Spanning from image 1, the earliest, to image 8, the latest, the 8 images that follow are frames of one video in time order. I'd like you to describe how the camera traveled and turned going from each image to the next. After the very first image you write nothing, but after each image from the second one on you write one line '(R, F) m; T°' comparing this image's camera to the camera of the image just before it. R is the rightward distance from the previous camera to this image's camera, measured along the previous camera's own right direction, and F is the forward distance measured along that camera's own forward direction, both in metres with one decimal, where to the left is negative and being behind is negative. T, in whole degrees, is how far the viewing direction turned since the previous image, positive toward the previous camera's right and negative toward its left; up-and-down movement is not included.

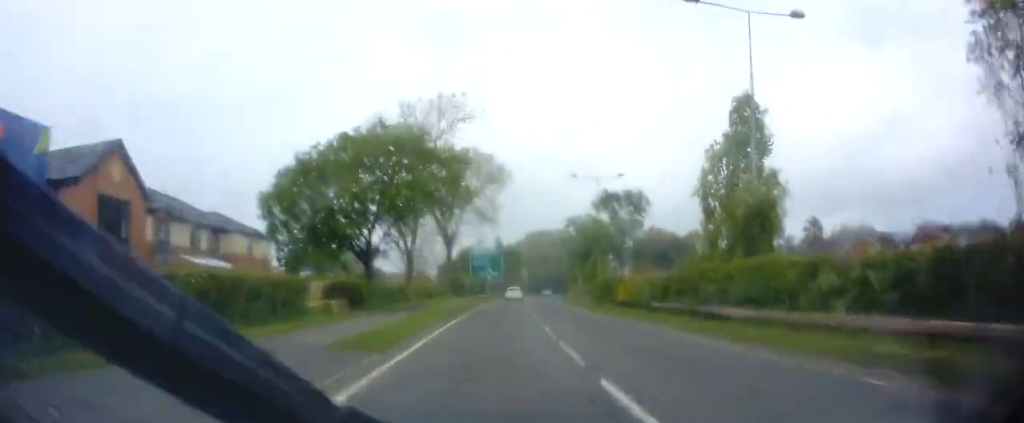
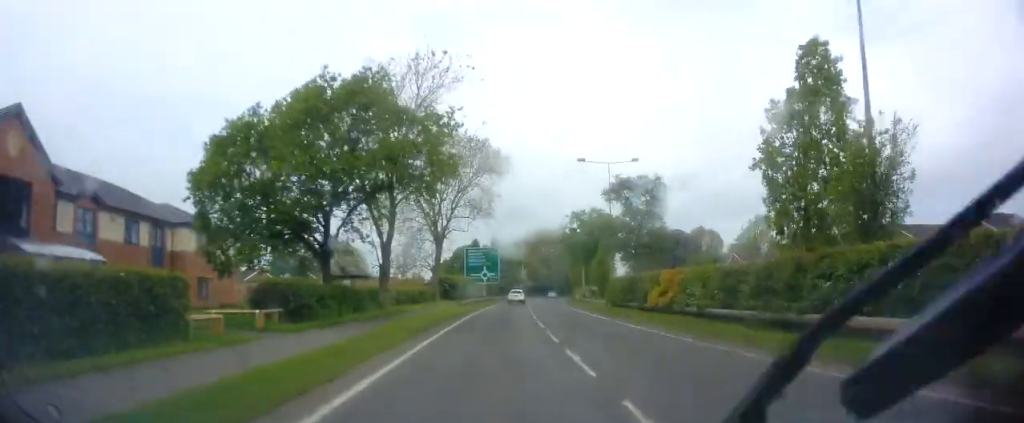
(-0.1, +7.2) m; +1°
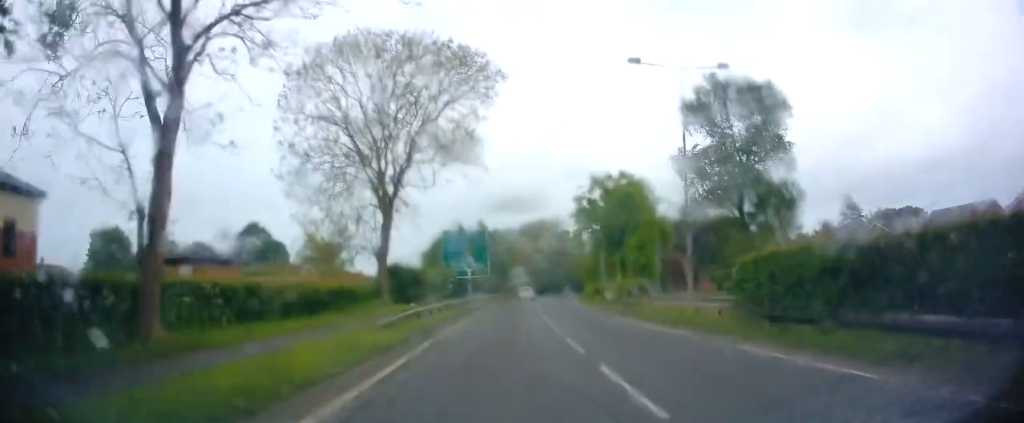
(+0.5, +21.0) m; 0°
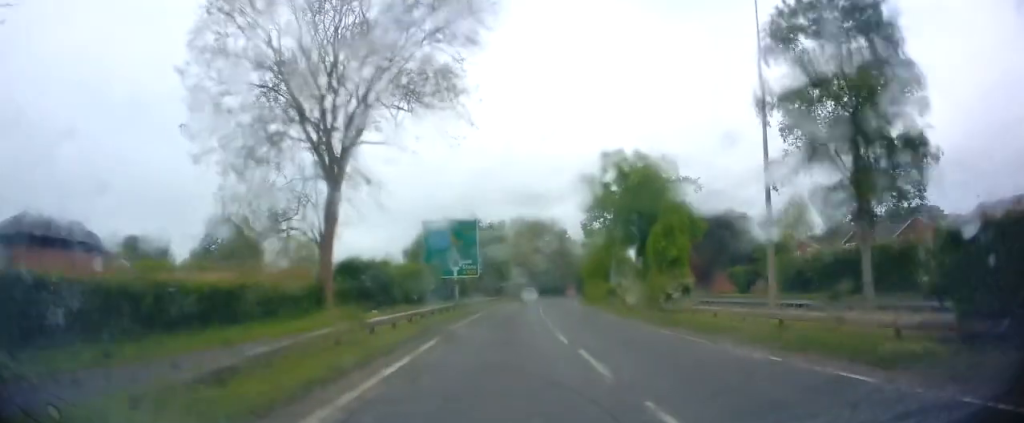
(-0.1, +9.2) m; -1°
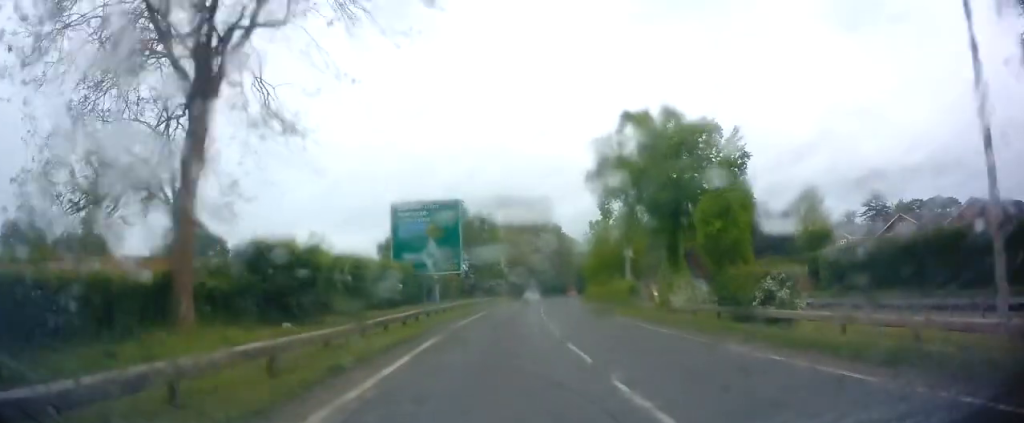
(0.0, +10.2) m; +2°
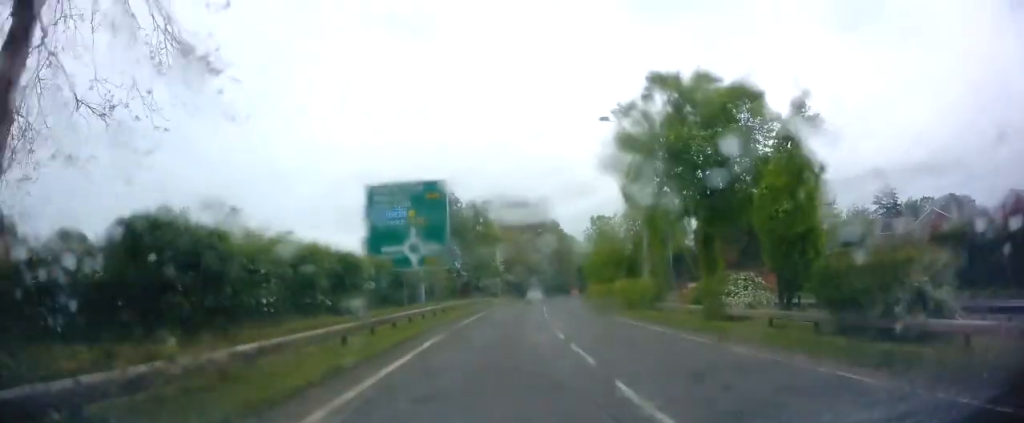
(0.0, +6.1) m; +1°
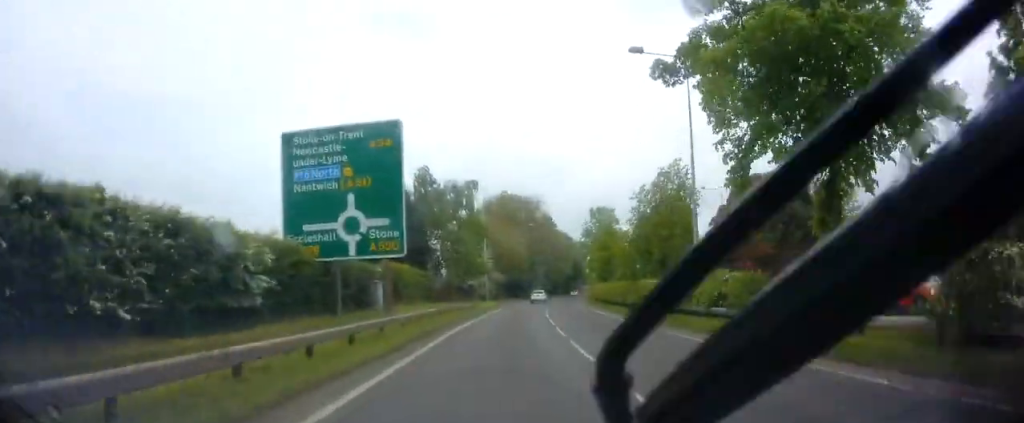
(+0.4, +11.4) m; +3°
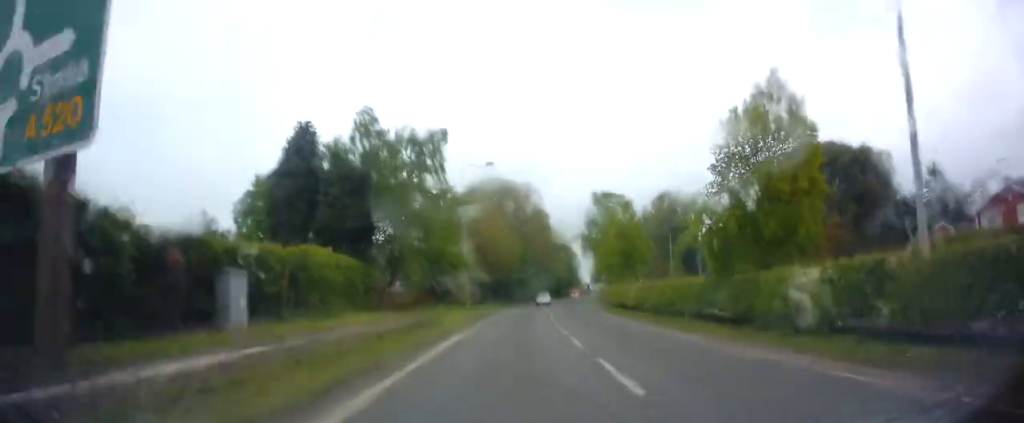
(+0.4, +15.4) m; +1°
